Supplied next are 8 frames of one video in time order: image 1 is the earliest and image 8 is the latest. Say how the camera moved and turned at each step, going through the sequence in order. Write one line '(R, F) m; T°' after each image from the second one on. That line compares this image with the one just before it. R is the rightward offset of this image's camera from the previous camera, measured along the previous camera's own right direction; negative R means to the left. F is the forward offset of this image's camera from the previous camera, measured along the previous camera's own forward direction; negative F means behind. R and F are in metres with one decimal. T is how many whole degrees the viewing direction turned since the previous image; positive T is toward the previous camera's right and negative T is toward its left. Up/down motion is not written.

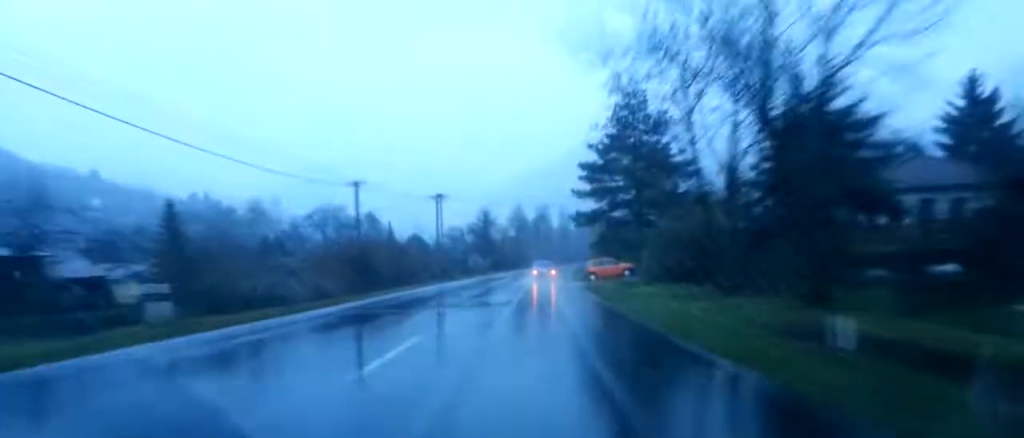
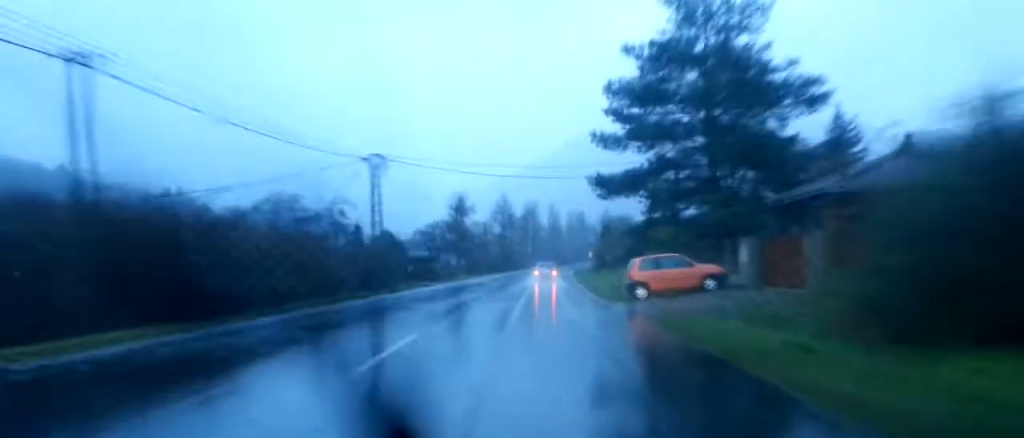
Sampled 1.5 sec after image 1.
(-0.1, +28.1) m; +1°
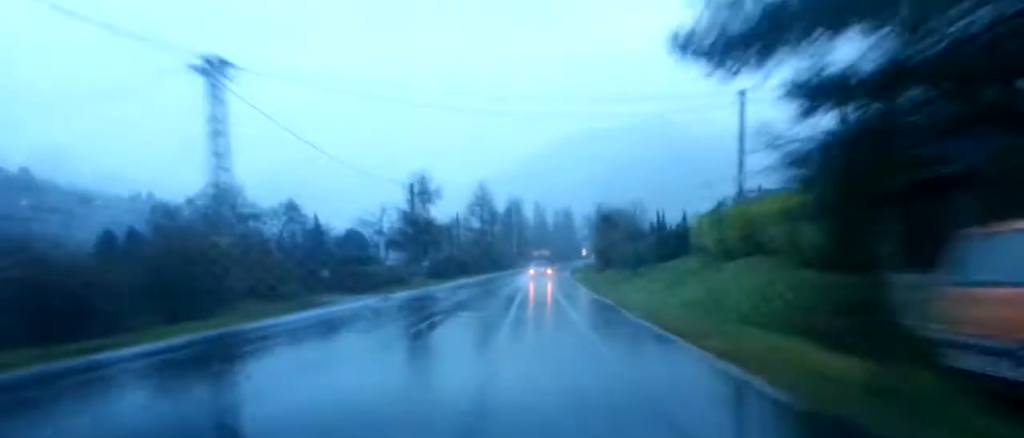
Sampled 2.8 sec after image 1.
(+0.5, +23.1) m; +2°
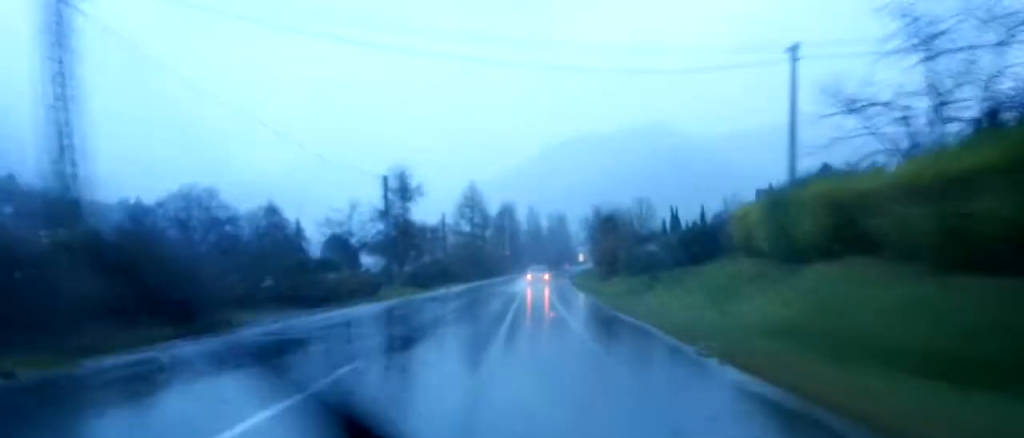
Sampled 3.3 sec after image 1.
(+0.1, +8.6) m; 0°
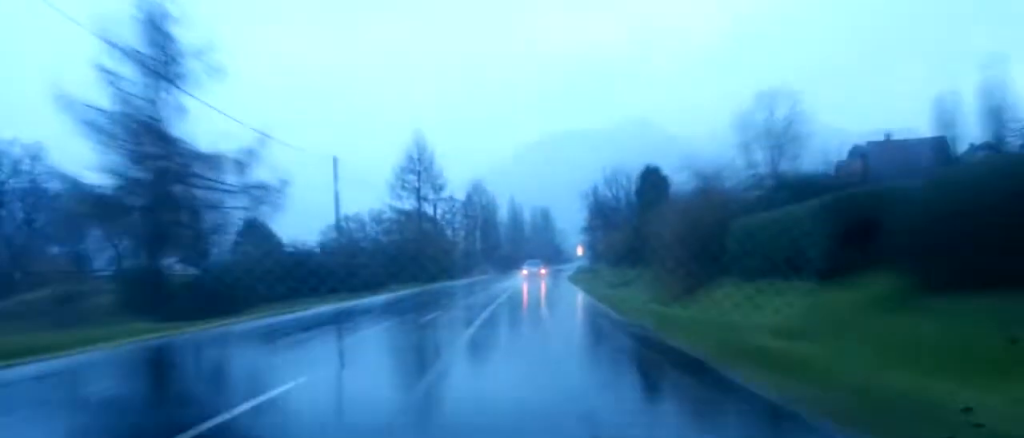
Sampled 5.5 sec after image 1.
(-0.4, +40.9) m; -1°
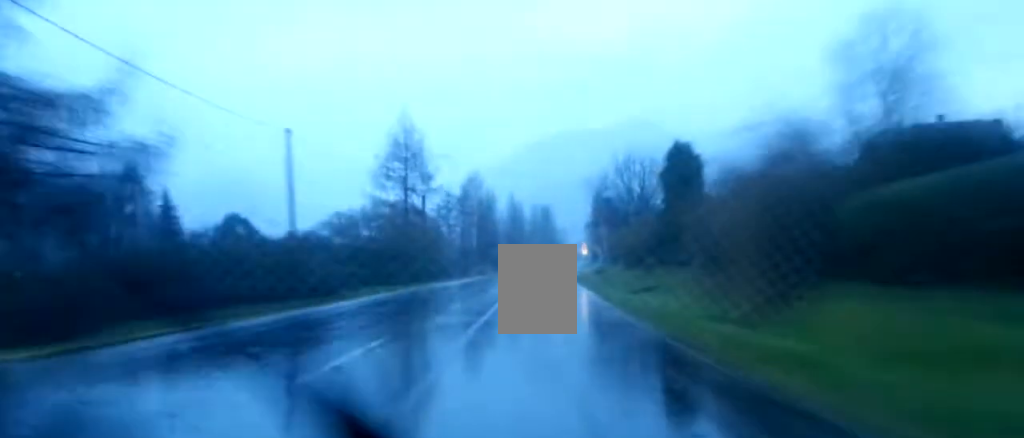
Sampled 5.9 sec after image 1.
(-0.3, +8.7) m; +1°
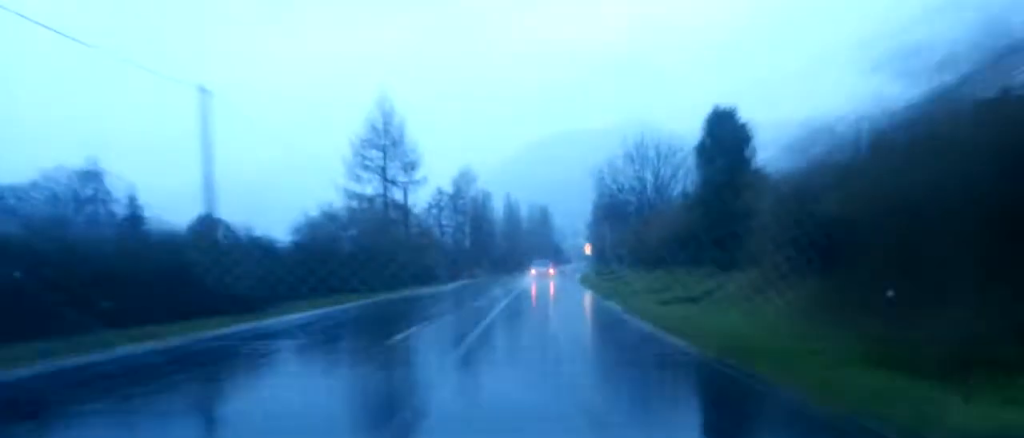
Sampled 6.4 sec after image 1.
(+0.3, +8.7) m; +1°
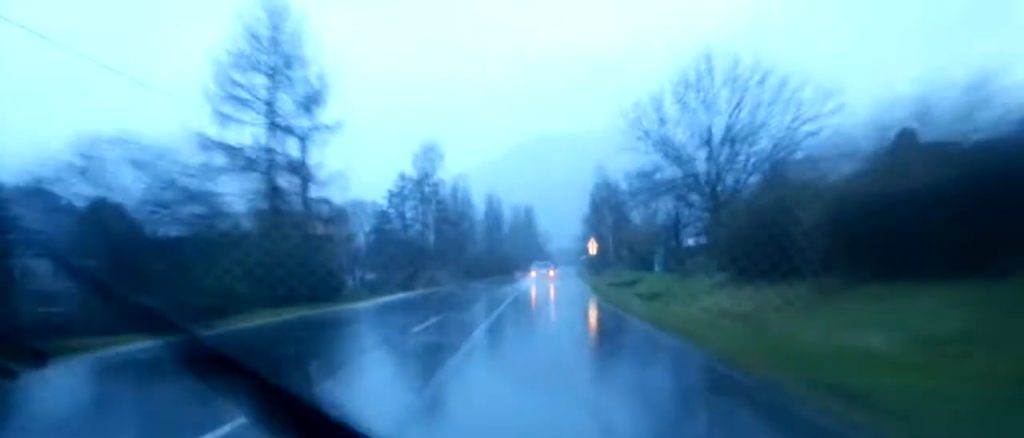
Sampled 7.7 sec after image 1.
(+0.5, +23.7) m; +1°
